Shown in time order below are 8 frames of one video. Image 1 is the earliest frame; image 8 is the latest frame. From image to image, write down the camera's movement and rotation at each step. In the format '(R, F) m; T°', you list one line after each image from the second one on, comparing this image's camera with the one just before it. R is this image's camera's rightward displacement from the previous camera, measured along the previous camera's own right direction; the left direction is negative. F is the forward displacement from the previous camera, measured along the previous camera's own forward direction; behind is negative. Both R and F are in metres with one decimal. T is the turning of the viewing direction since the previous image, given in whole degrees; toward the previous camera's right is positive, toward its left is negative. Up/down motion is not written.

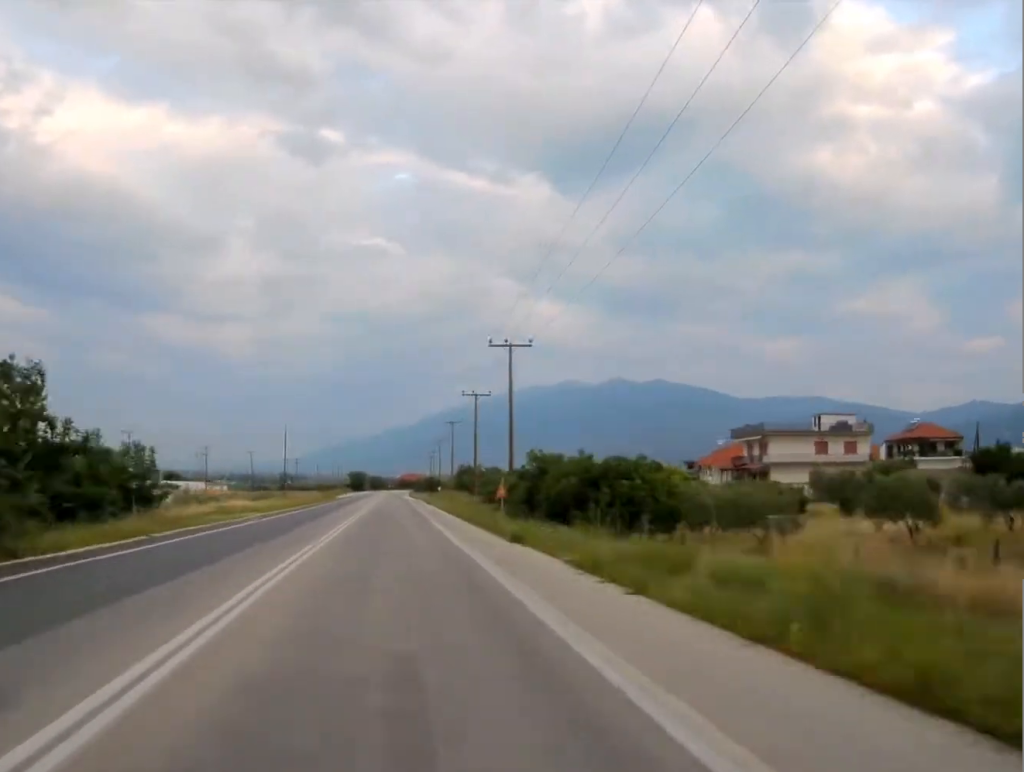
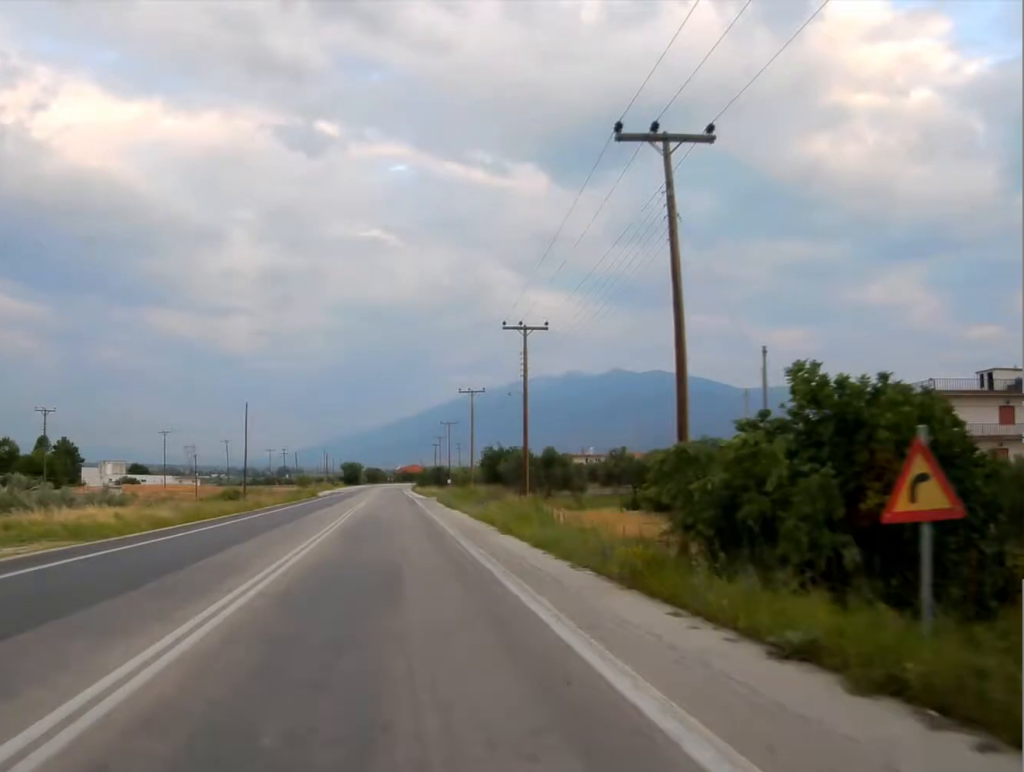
(-0.4, +32.7) m; -1°
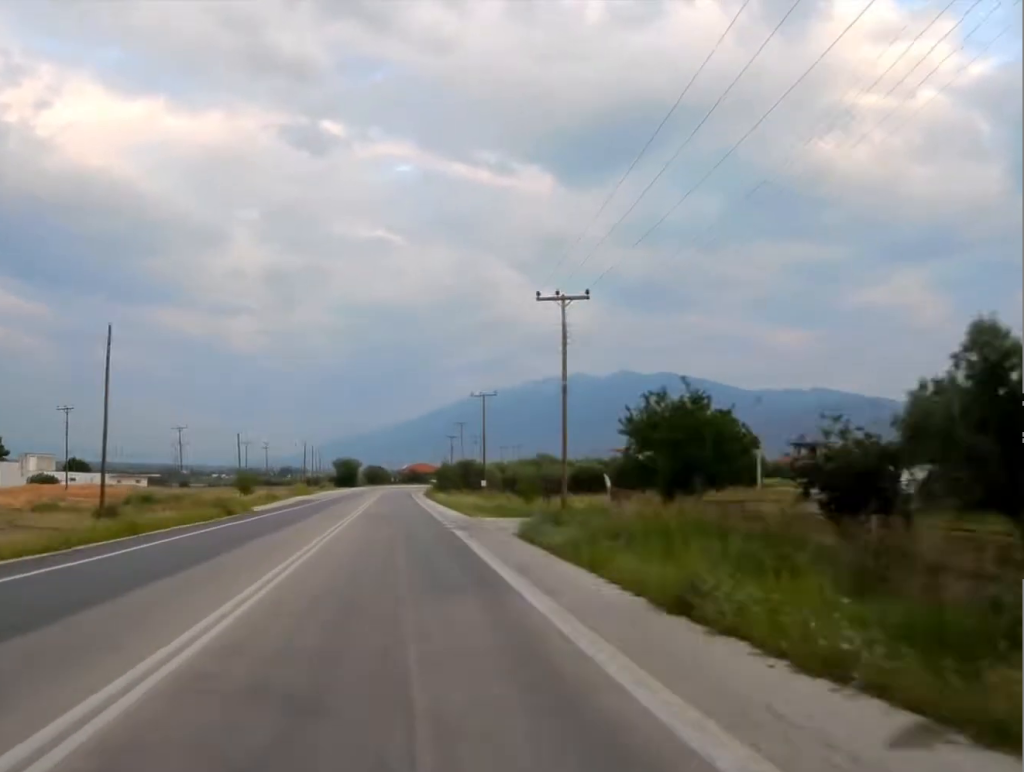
(-0.3, +46.2) m; 0°
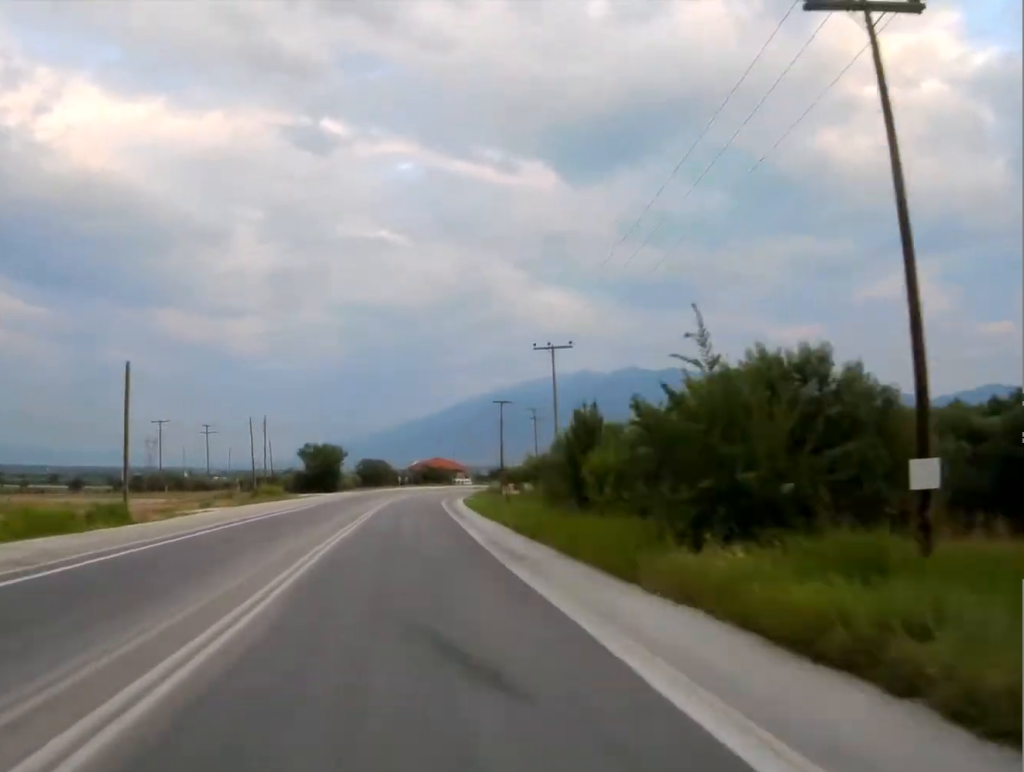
(+0.2, +75.2) m; +1°
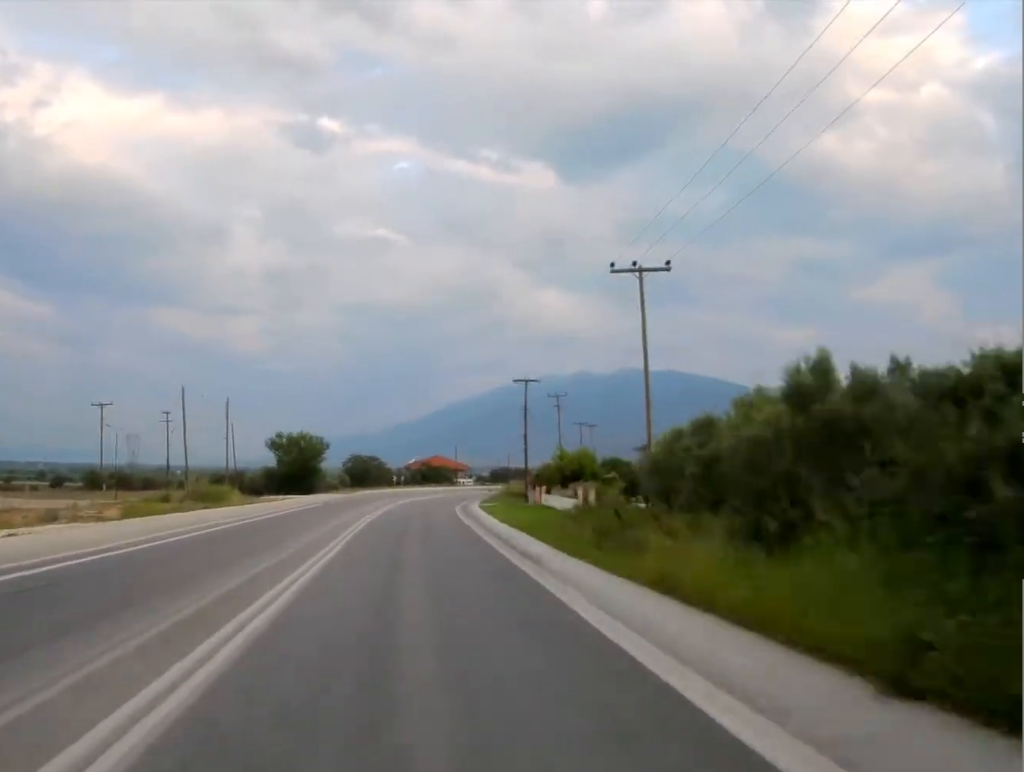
(-0.2, +23.3) m; +1°
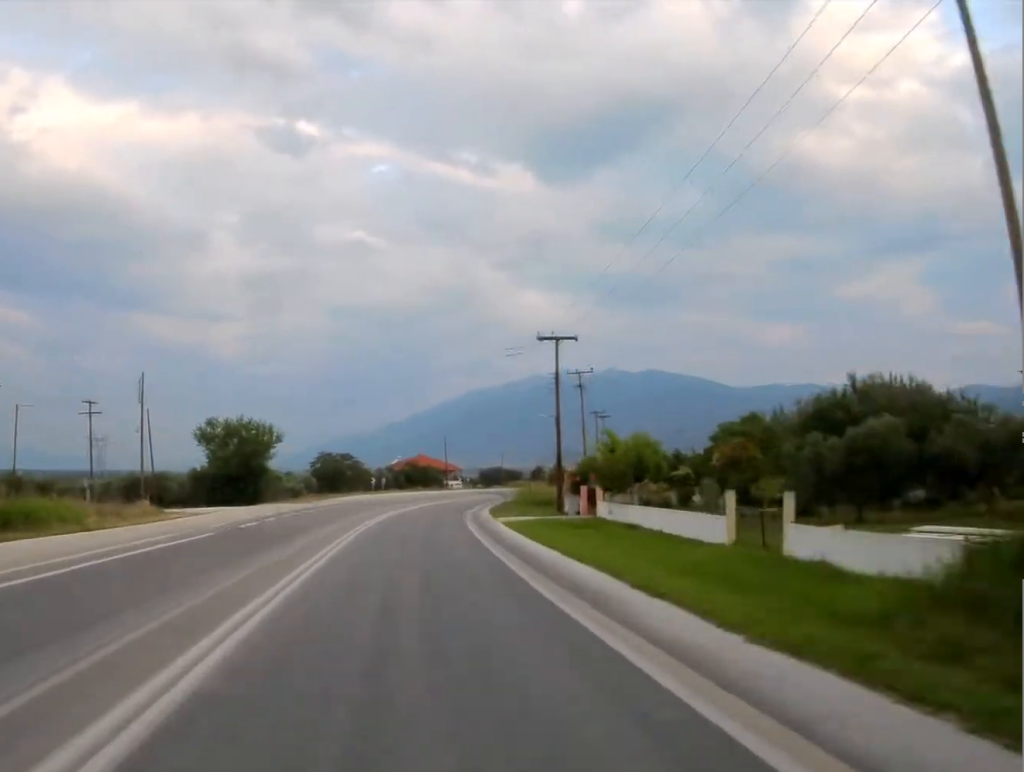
(+0.4, +24.2) m; +1°
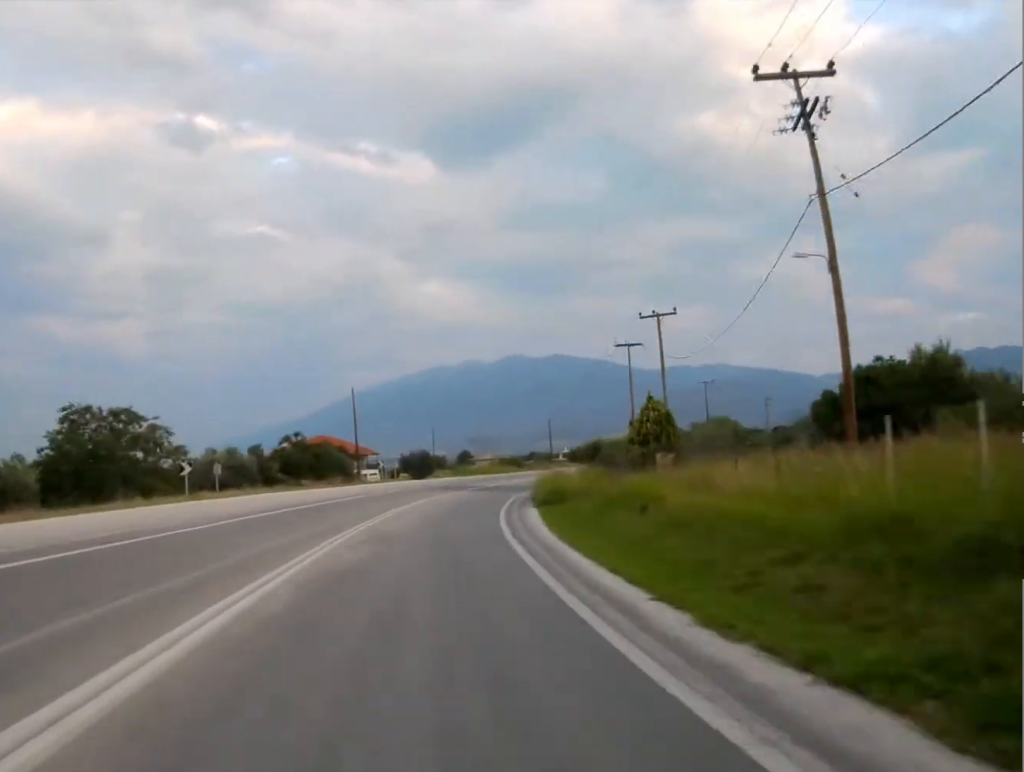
(+1.8, +63.0) m; +5°
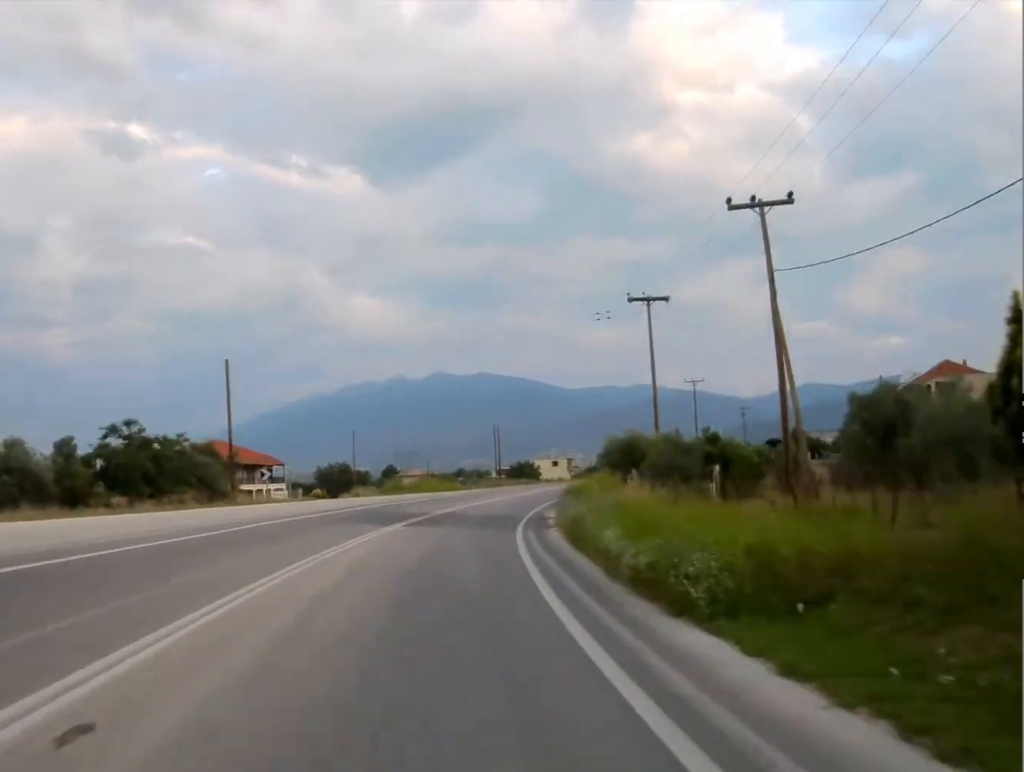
(+1.1, +28.9) m; +5°
